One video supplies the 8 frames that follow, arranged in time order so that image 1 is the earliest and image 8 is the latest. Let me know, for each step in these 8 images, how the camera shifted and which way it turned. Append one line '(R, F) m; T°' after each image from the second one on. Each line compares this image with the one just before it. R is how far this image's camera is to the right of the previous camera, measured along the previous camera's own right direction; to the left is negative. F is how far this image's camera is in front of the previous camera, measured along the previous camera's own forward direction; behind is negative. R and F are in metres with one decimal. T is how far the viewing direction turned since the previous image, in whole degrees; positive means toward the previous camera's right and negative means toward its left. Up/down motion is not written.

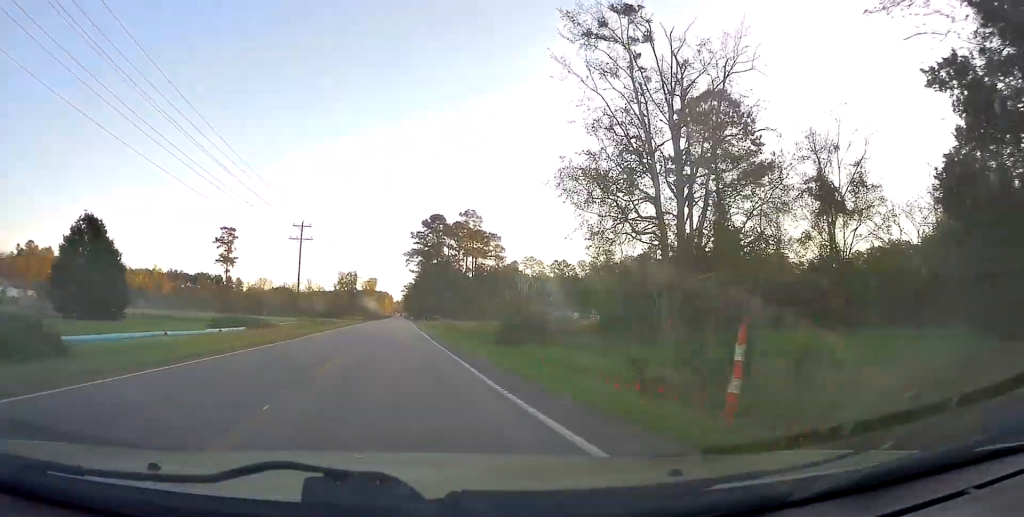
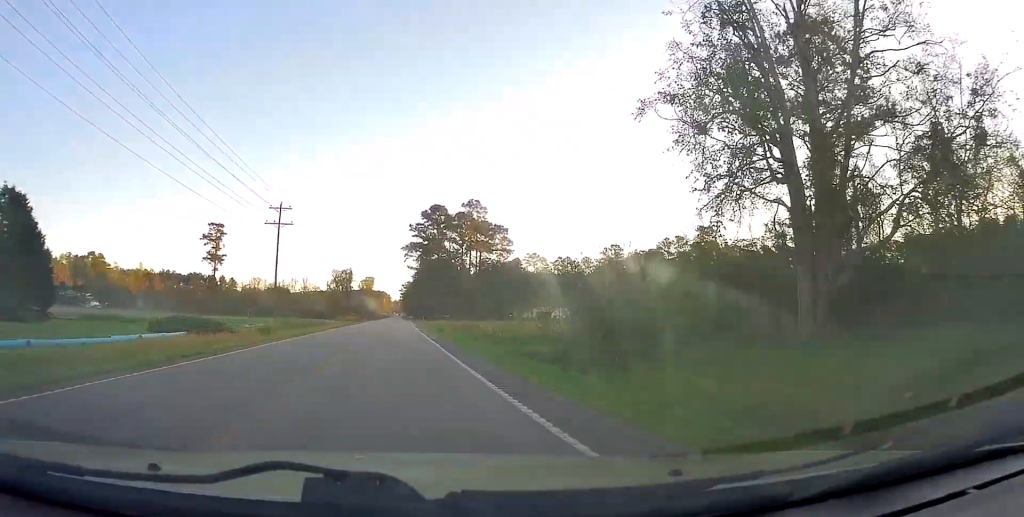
(0.0, +11.7) m; 0°
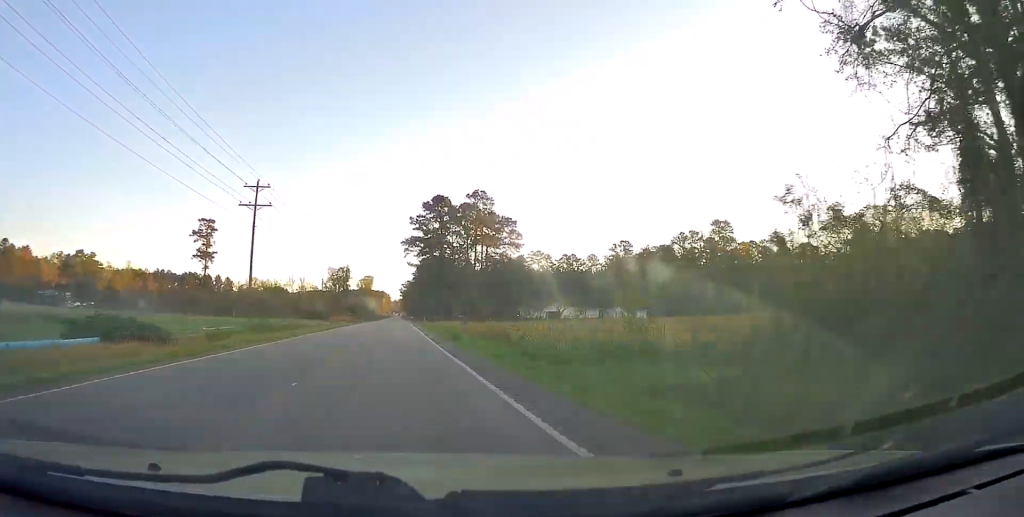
(0.0, +9.8) m; 0°
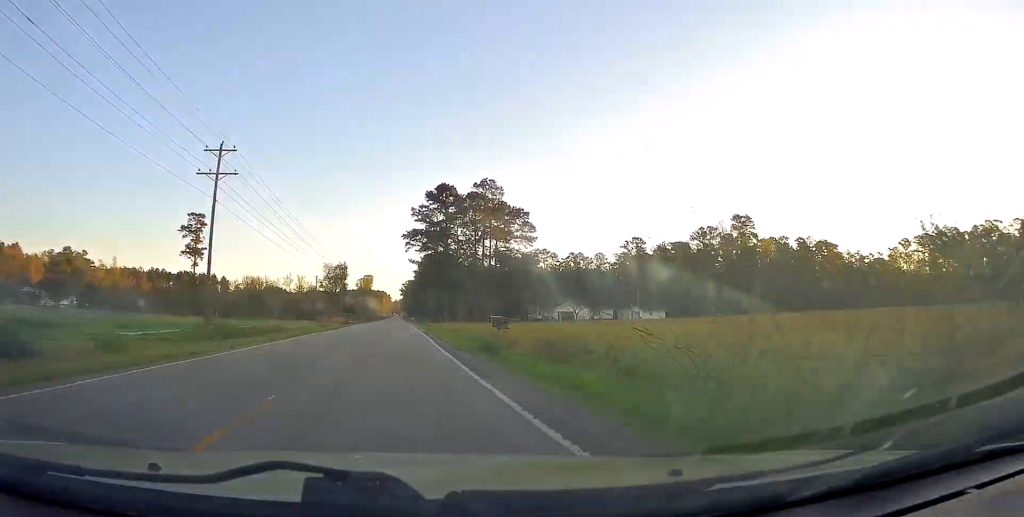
(+0.1, +11.0) m; 0°
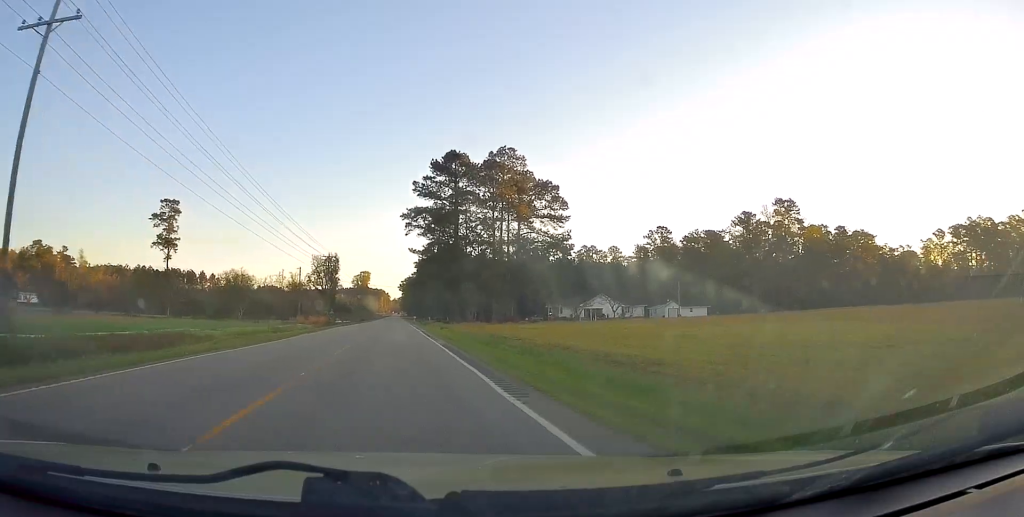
(0.0, +21.4) m; -1°
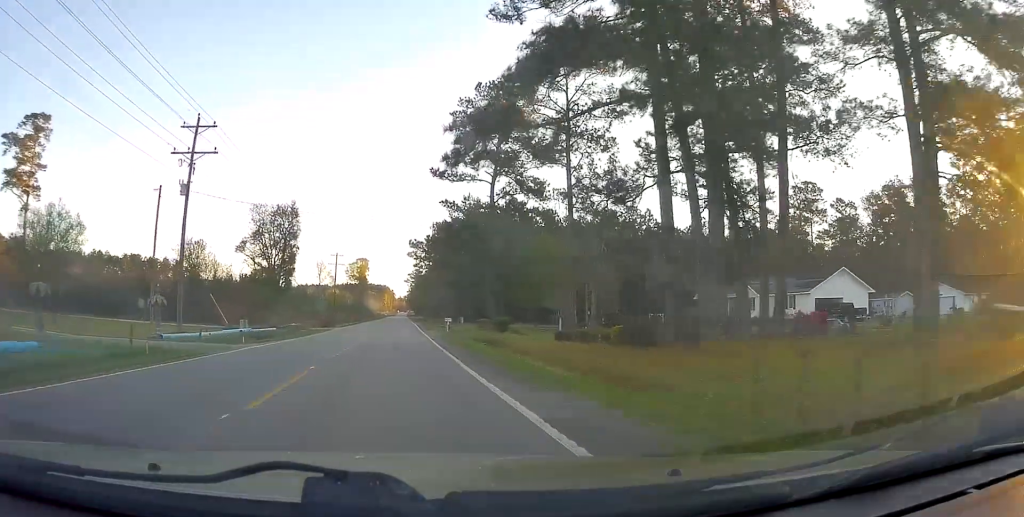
(-0.4, +71.3) m; 0°
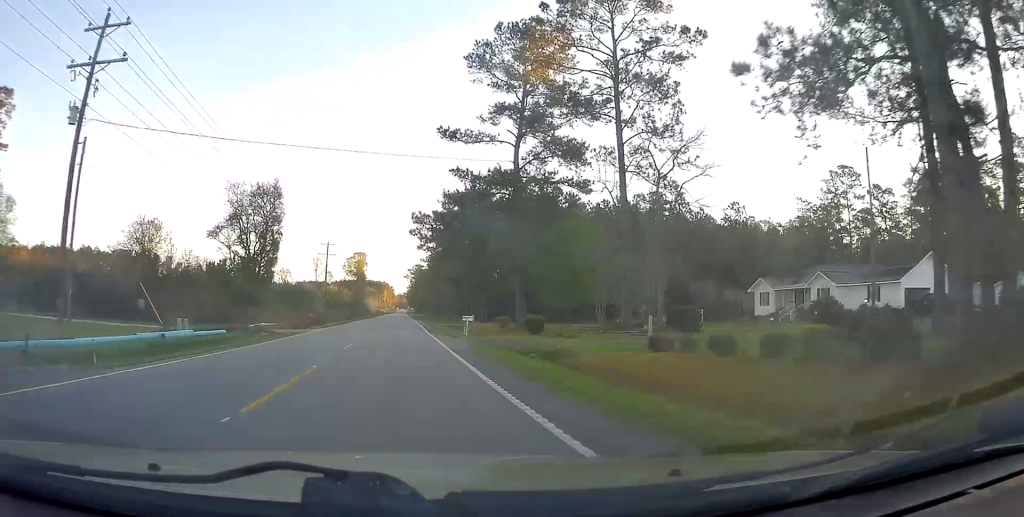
(0.0, +12.4) m; 0°
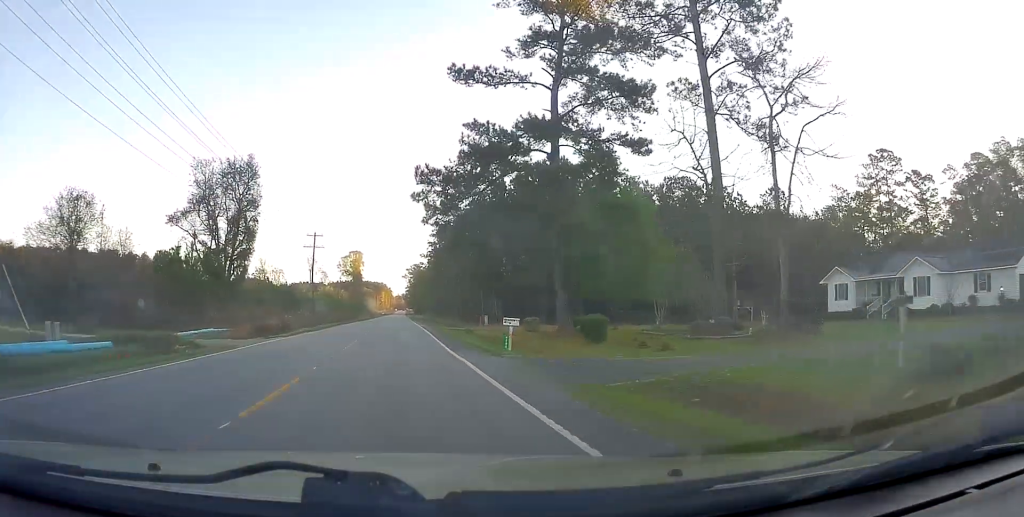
(-0.1, +12.5) m; 0°
